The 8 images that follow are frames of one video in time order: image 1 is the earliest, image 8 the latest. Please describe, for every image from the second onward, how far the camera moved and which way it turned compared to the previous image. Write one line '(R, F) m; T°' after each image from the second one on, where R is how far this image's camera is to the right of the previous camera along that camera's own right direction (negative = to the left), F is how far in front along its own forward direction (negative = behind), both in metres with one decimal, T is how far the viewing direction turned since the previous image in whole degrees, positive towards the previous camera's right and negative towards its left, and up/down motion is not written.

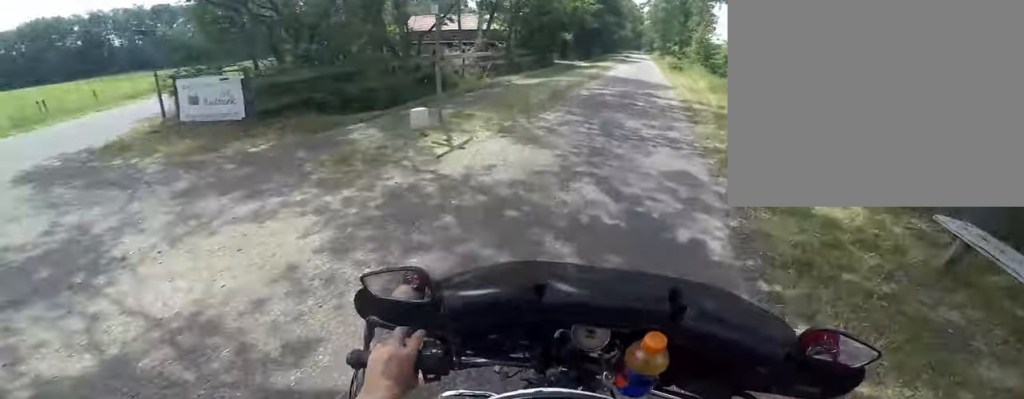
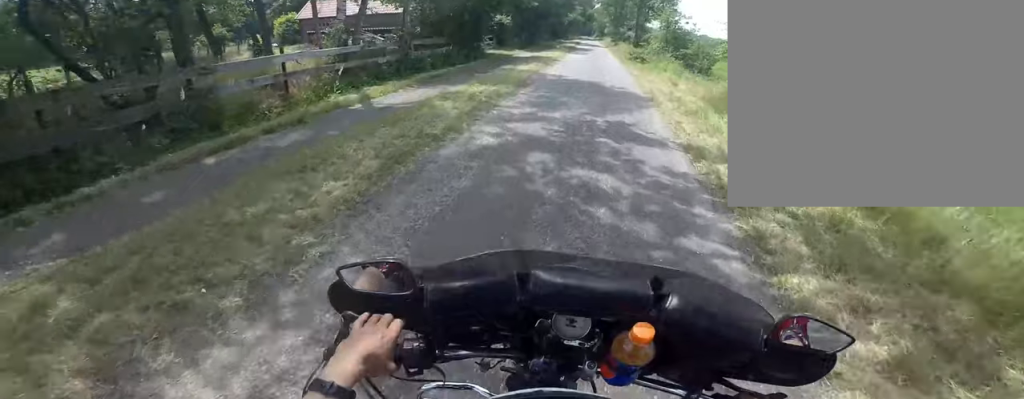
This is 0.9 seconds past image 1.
(-0.1, +7.2) m; +2°
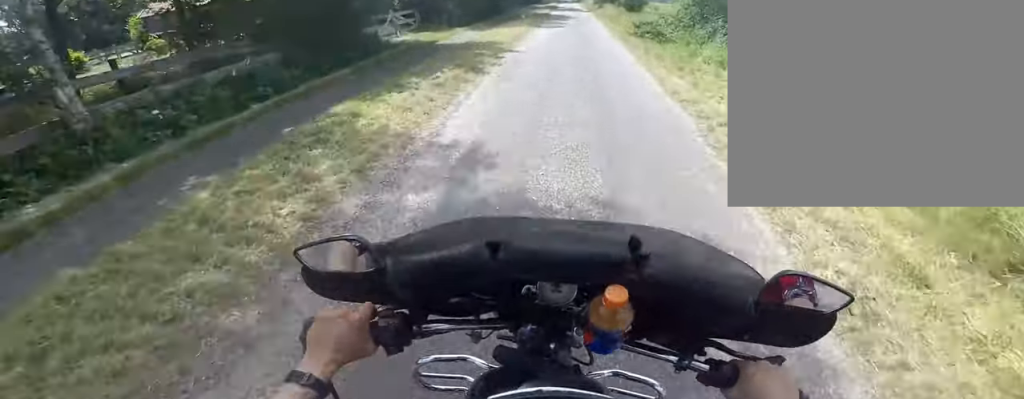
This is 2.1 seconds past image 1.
(+0.5, +9.6) m; 0°
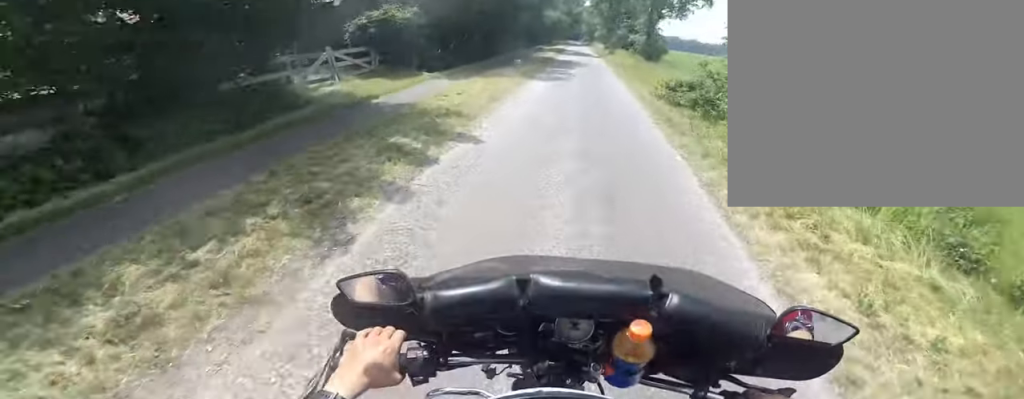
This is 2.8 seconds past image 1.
(-0.2, +5.0) m; -1°
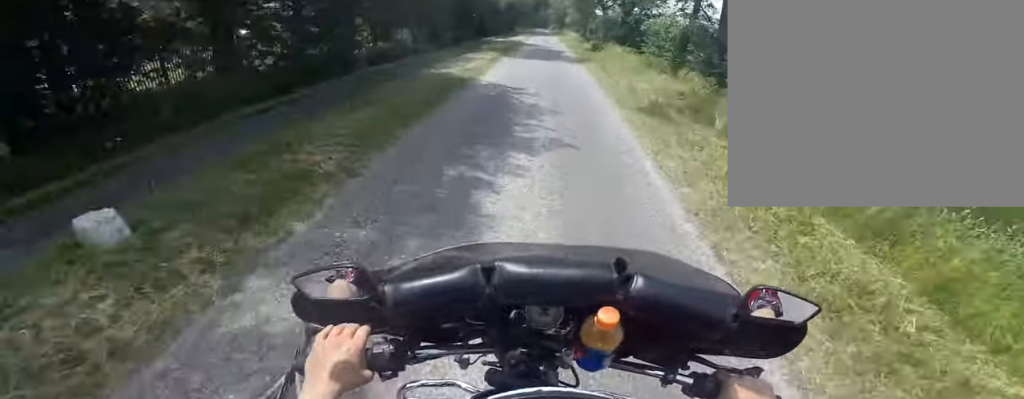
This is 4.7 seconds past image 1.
(+1.0, +16.0) m; +3°
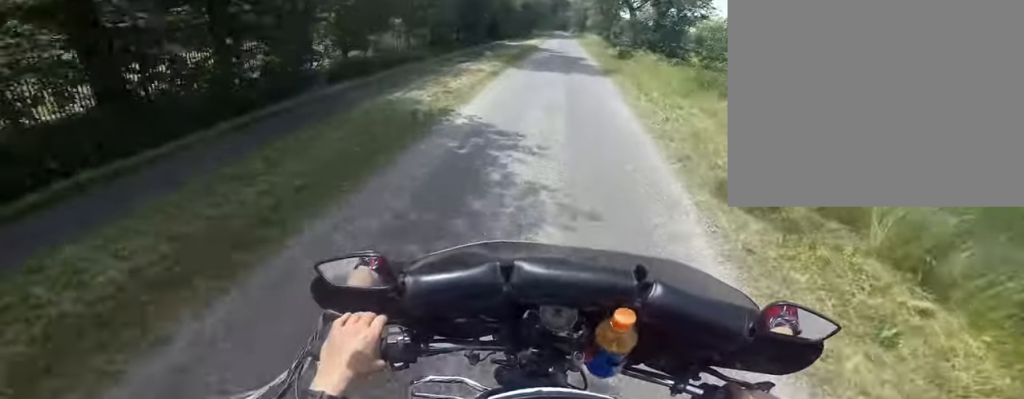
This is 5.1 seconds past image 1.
(-0.3, +3.7) m; 0°
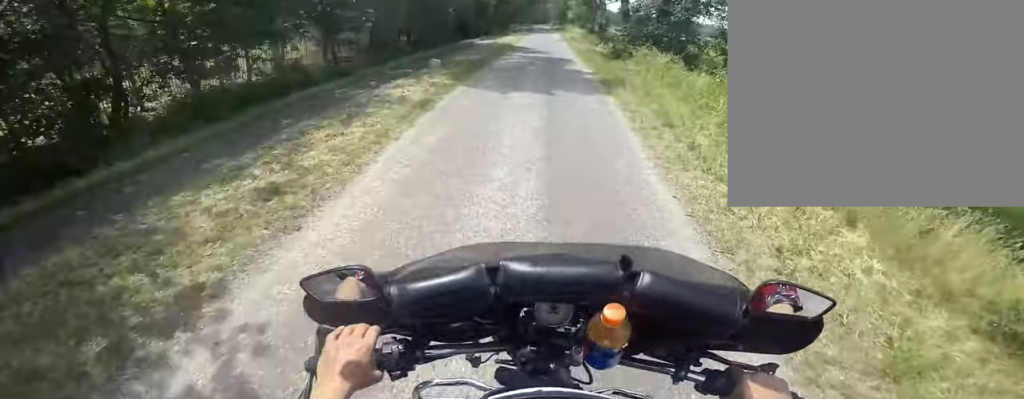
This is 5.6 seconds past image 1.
(-0.2, +4.8) m; 0°
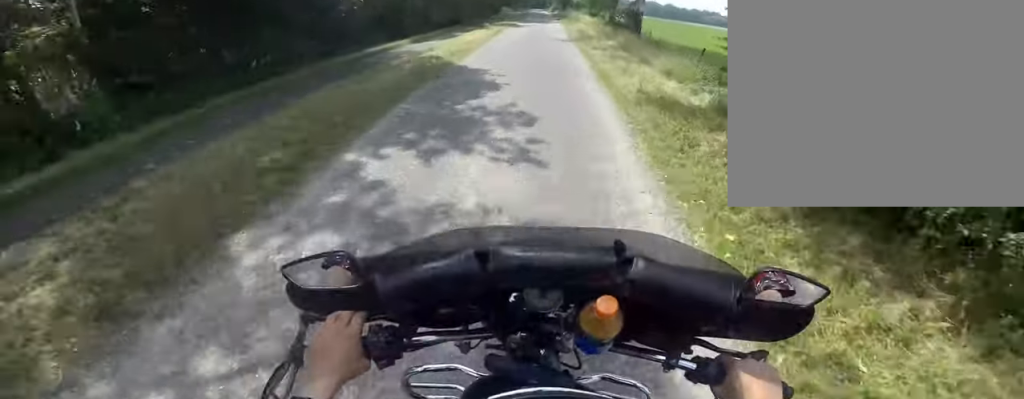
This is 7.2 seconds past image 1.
(+0.2, +13.6) m; -3°
